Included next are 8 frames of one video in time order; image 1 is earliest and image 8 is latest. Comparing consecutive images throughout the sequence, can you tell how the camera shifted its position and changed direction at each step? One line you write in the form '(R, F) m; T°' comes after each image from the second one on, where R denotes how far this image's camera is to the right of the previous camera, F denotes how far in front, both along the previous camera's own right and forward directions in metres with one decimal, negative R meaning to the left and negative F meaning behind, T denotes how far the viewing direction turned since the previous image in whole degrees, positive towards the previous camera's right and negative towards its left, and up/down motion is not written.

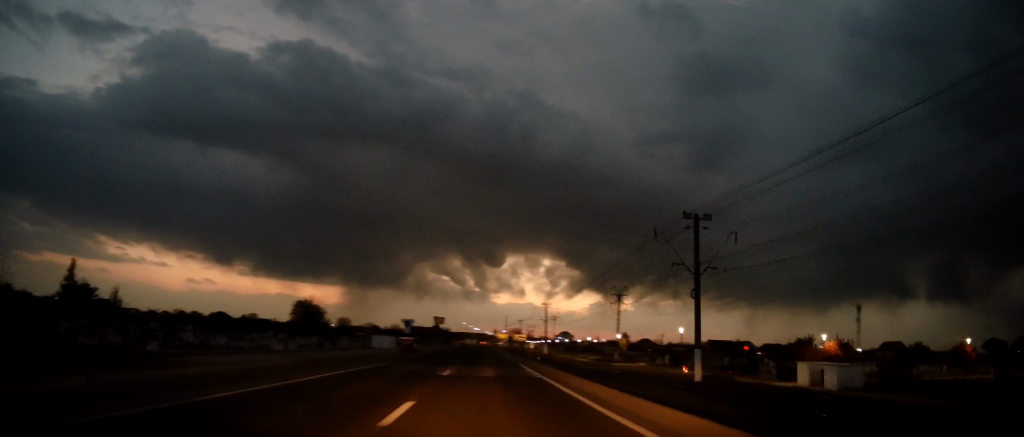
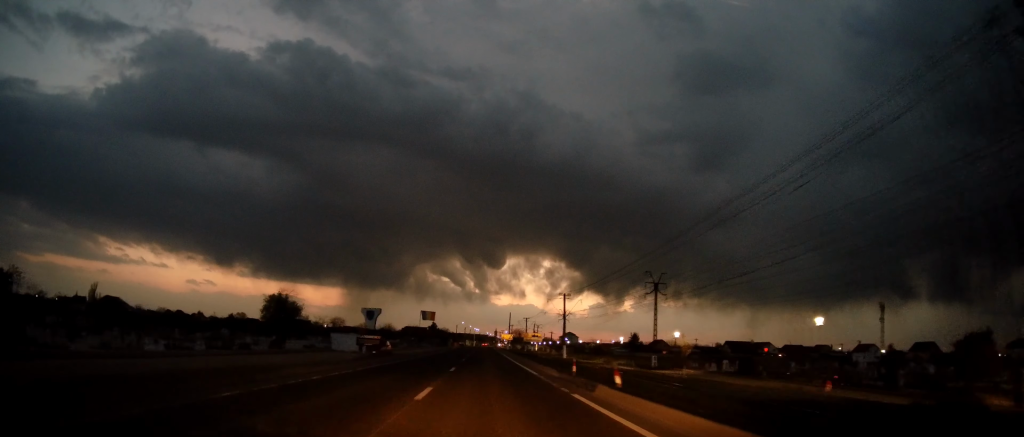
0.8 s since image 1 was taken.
(-0.1, +20.8) m; 0°
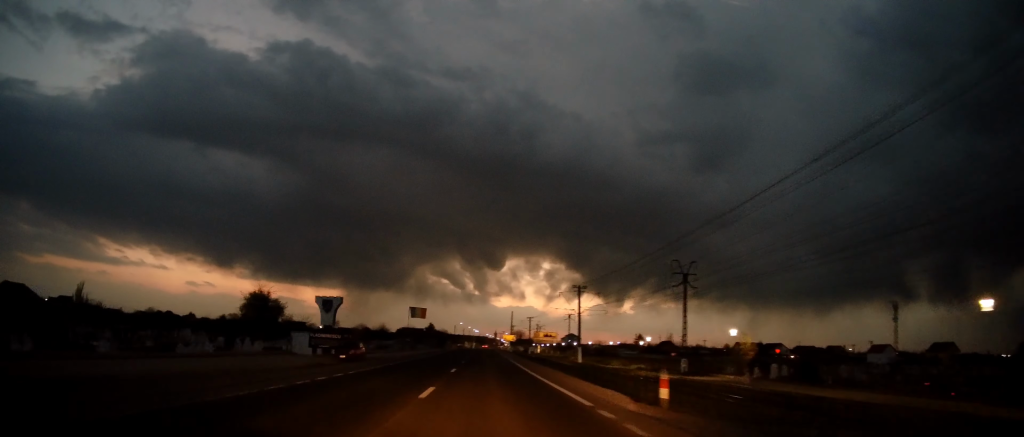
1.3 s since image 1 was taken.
(0.0, +11.6) m; 0°
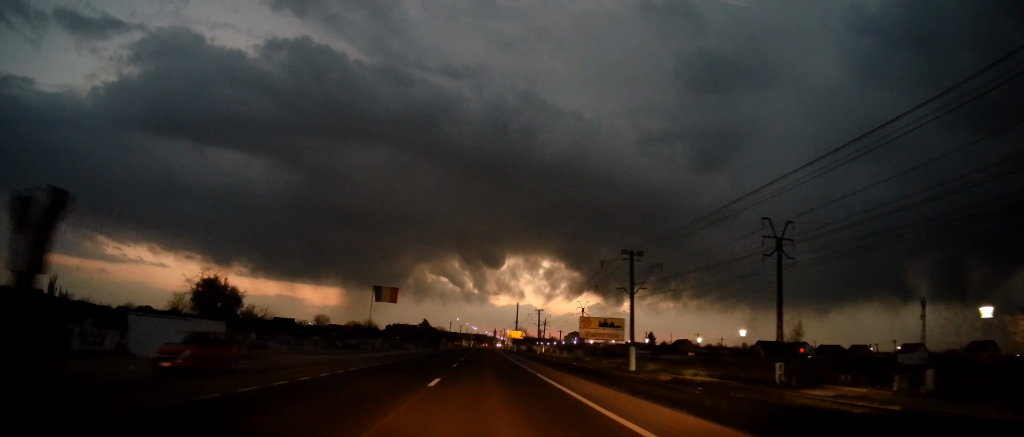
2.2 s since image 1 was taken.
(+0.1, +21.8) m; -1°
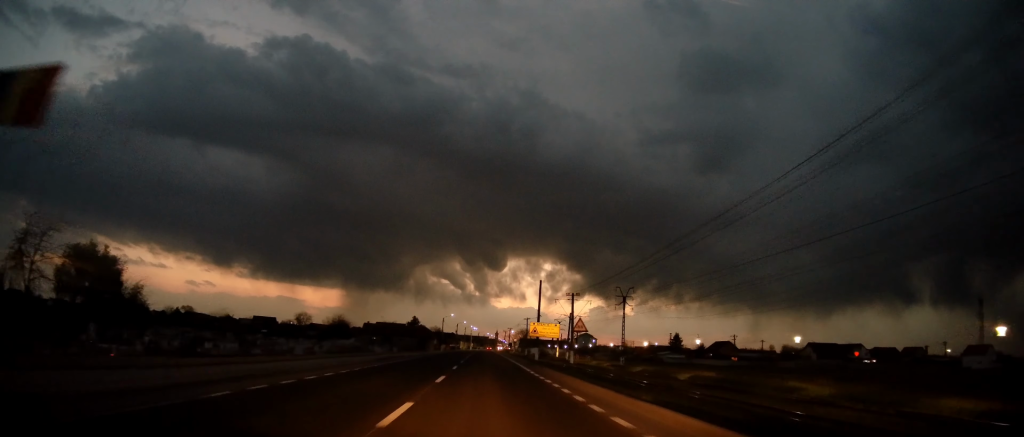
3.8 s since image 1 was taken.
(-0.1, +37.9) m; 0°
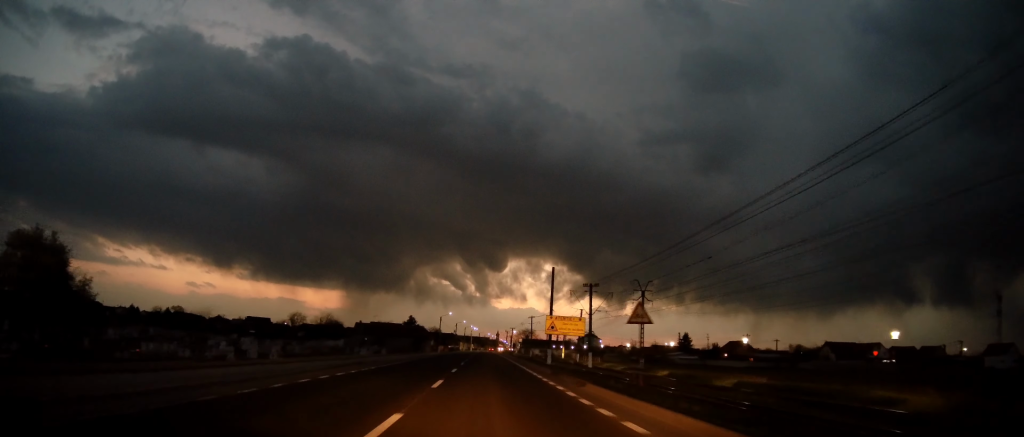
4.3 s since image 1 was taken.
(+0.3, +10.9) m; 0°
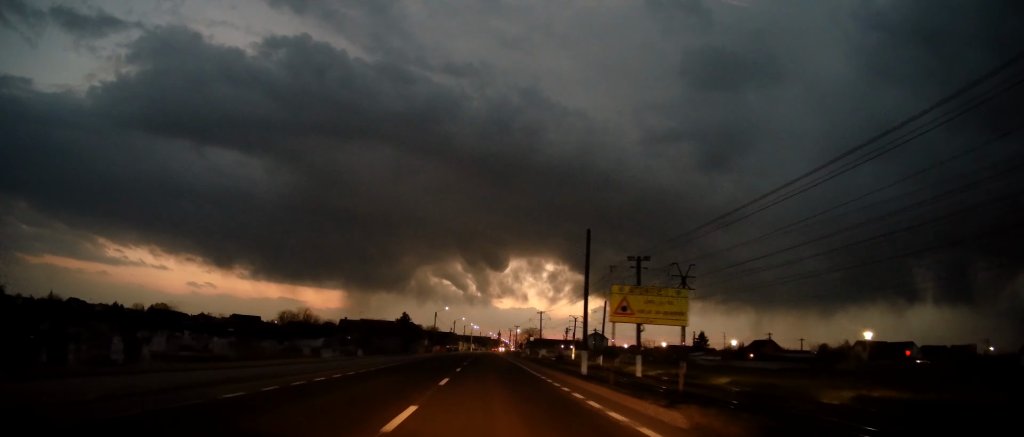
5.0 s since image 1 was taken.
(-0.3, +16.9) m; -1°
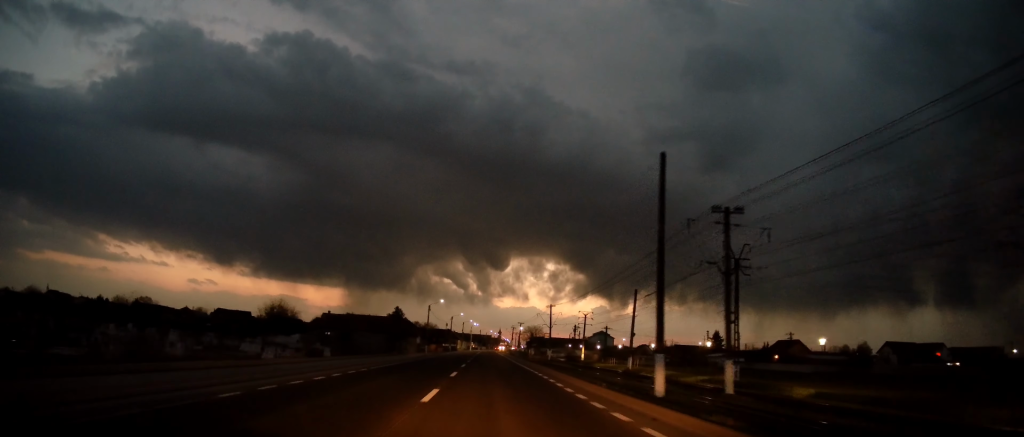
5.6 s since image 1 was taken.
(-0.1, +14.5) m; 0°
